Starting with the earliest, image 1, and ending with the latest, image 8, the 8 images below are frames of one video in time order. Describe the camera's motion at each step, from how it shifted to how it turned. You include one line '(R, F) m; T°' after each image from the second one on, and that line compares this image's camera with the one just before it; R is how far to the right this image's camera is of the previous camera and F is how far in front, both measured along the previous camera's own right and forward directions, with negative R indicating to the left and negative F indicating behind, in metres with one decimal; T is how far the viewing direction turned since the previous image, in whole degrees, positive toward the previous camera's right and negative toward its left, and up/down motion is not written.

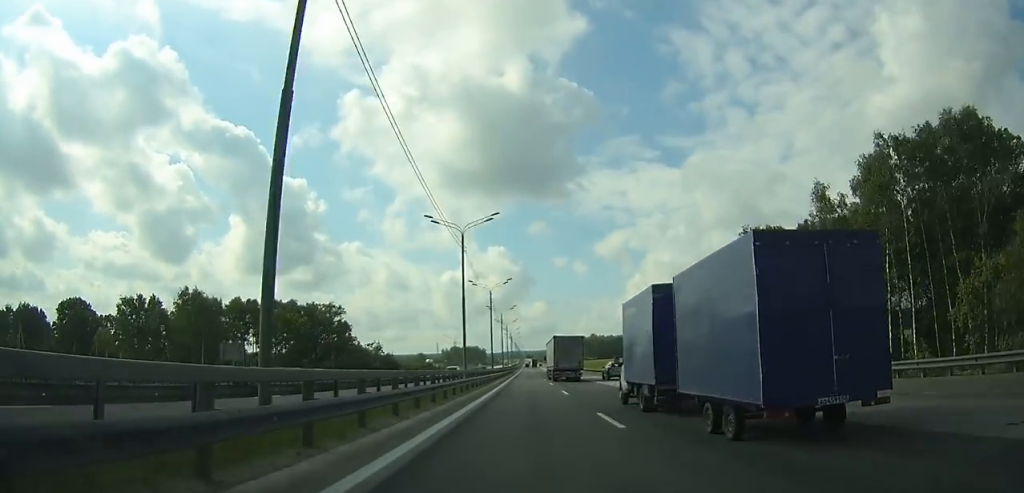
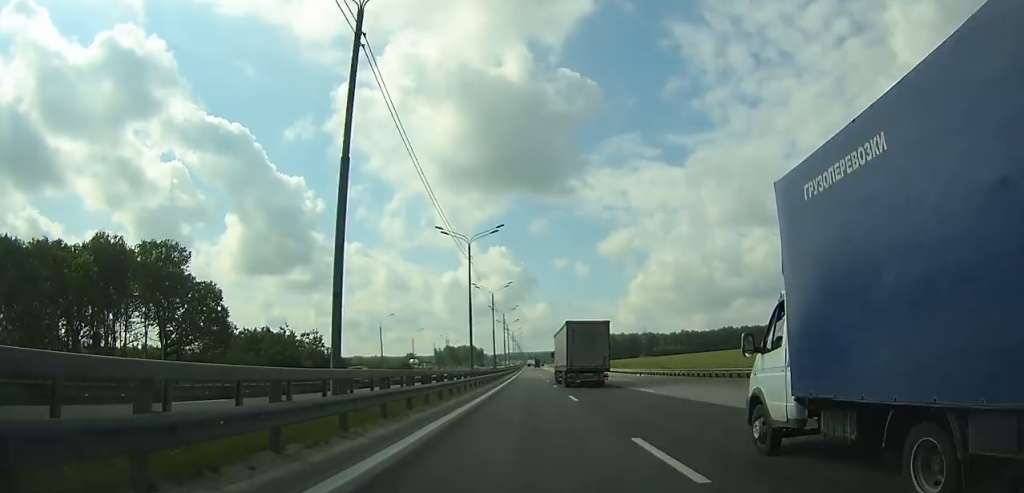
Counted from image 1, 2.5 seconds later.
(+0.3, +68.7) m; 0°
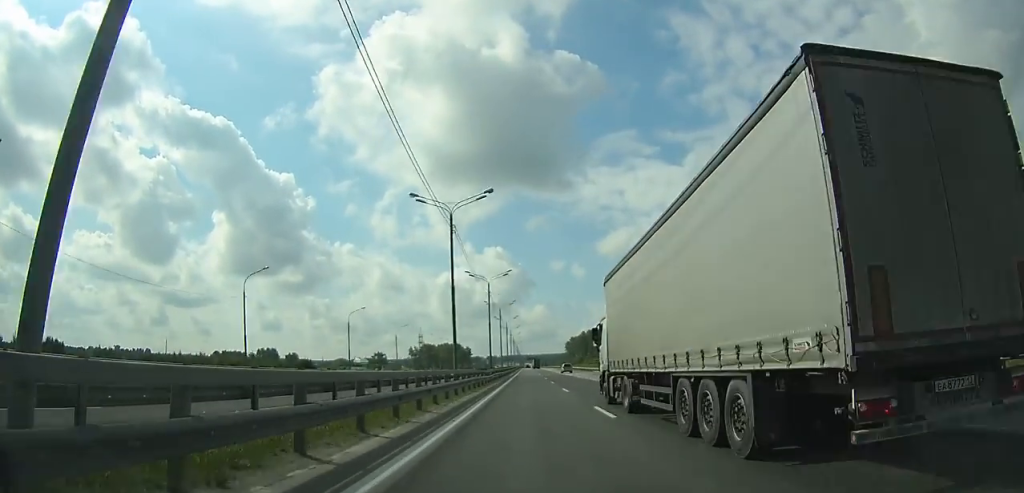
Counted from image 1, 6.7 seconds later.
(0.0, +115.9) m; 0°
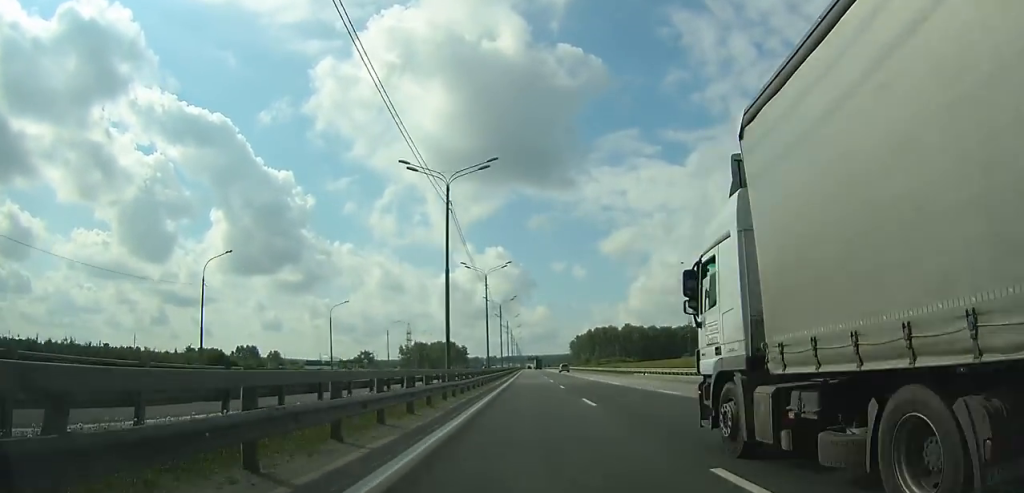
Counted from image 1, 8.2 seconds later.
(0.0, +41.4) m; 0°
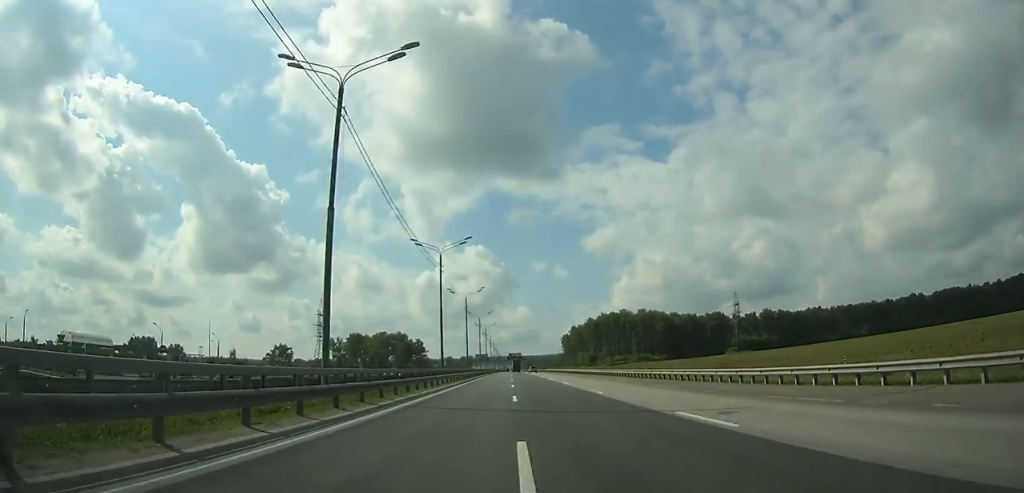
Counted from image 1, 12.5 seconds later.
(+1.0, +120.7) m; 0°
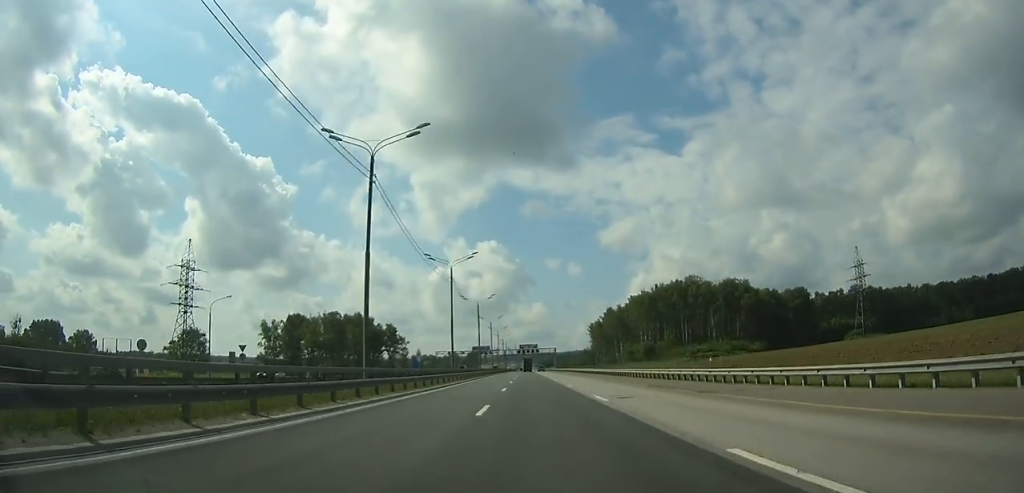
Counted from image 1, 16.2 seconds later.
(-0.3, +103.5) m; -1°
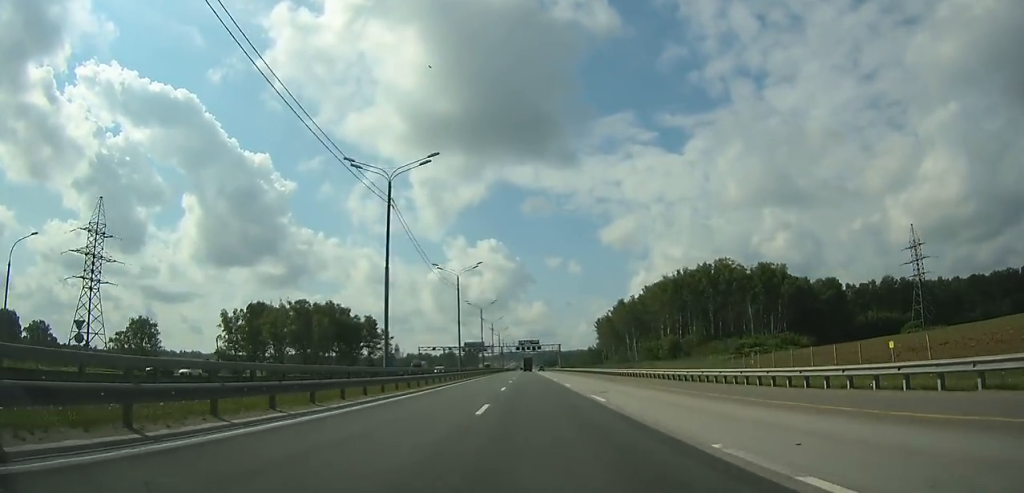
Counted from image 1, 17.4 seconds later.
(-0.1, +31.8) m; 0°
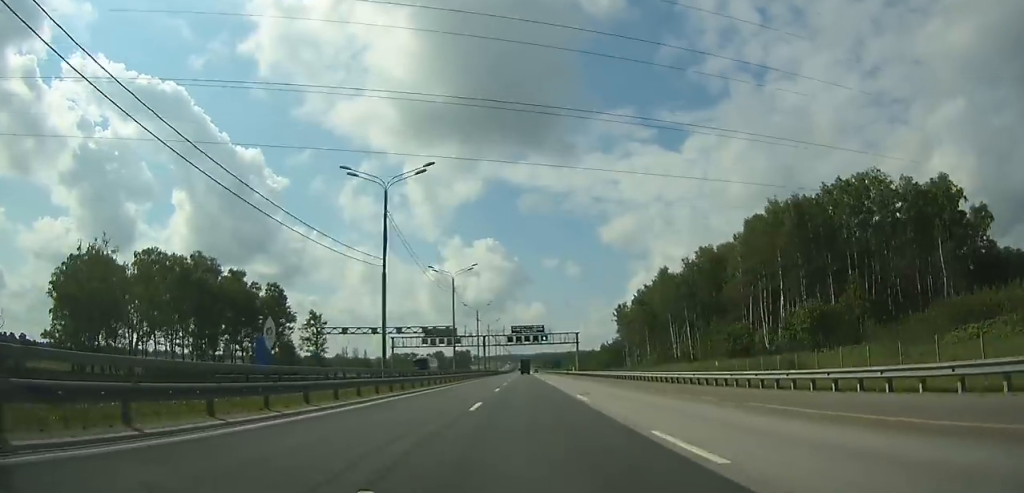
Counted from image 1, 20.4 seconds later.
(-0.1, +77.1) m; 0°
